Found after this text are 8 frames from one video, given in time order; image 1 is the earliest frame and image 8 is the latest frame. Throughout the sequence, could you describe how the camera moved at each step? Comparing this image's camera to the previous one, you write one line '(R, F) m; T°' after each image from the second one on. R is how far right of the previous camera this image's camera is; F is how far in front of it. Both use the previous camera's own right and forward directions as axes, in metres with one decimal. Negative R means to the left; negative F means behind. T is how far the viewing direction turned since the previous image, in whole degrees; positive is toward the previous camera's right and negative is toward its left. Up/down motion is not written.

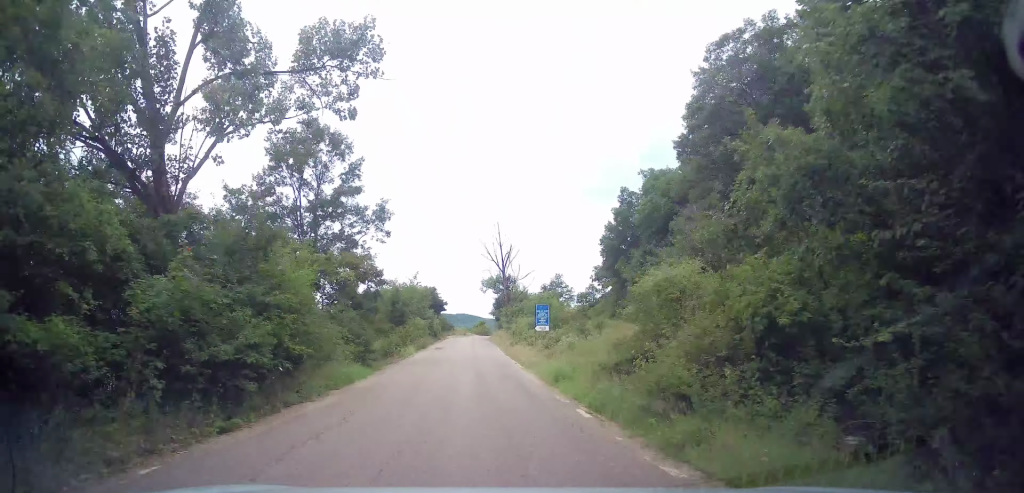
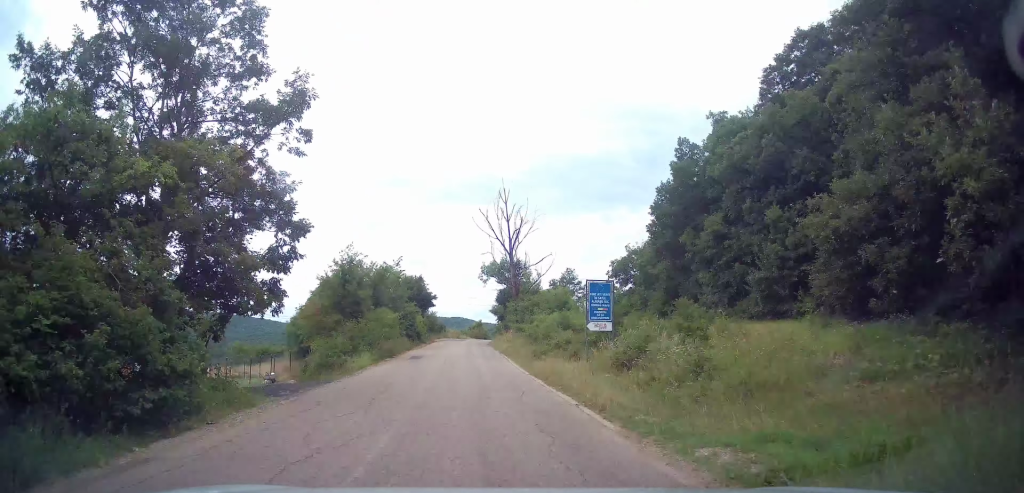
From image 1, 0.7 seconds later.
(+0.3, +14.0) m; 0°
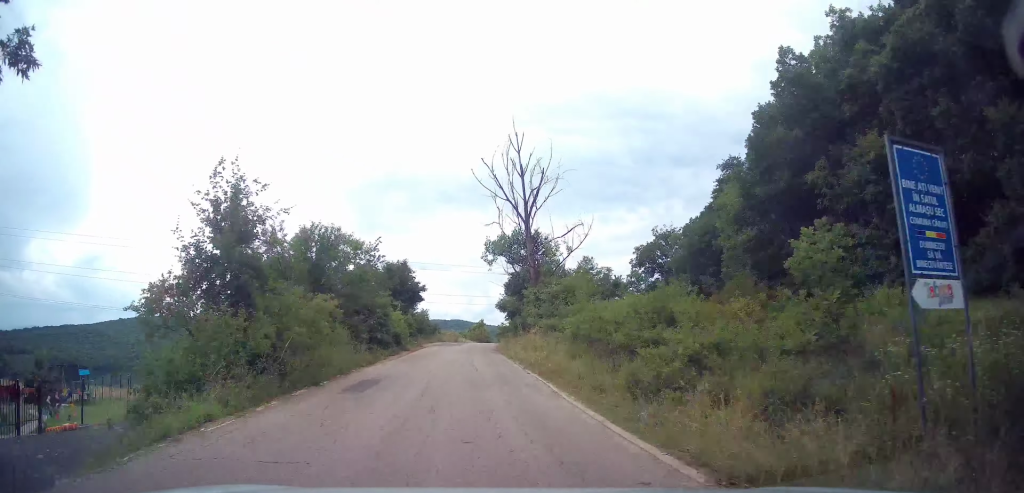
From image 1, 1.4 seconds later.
(-0.3, +12.6) m; -1°
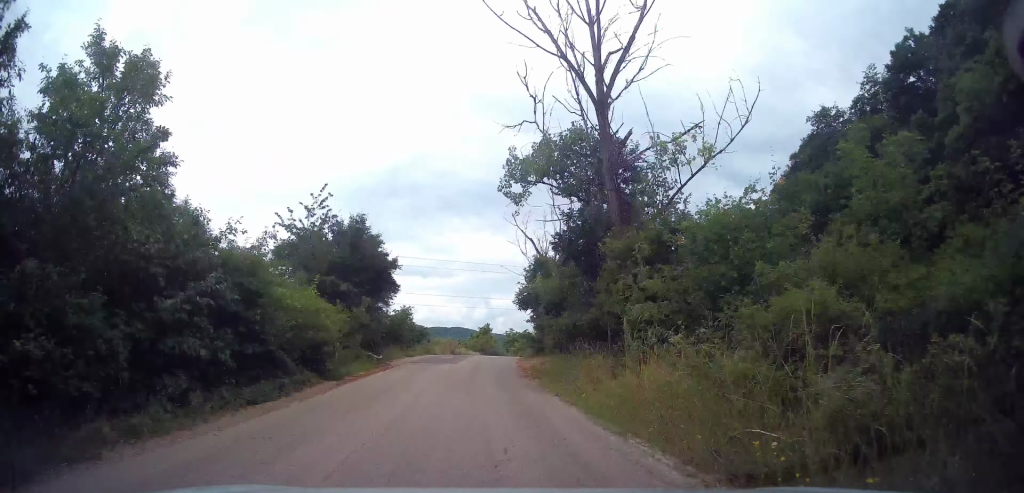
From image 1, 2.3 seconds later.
(+0.1, +16.3) m; +1°
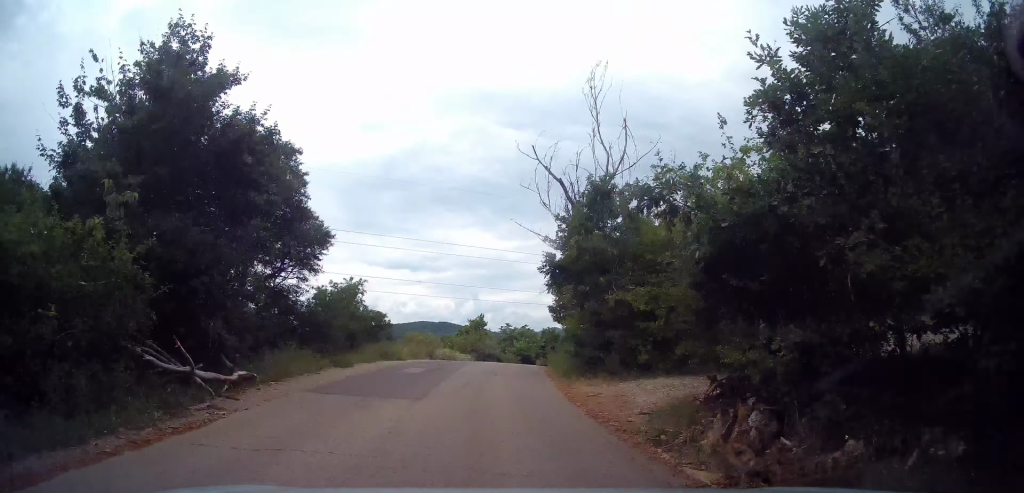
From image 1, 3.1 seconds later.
(+0.2, +14.2) m; +2°
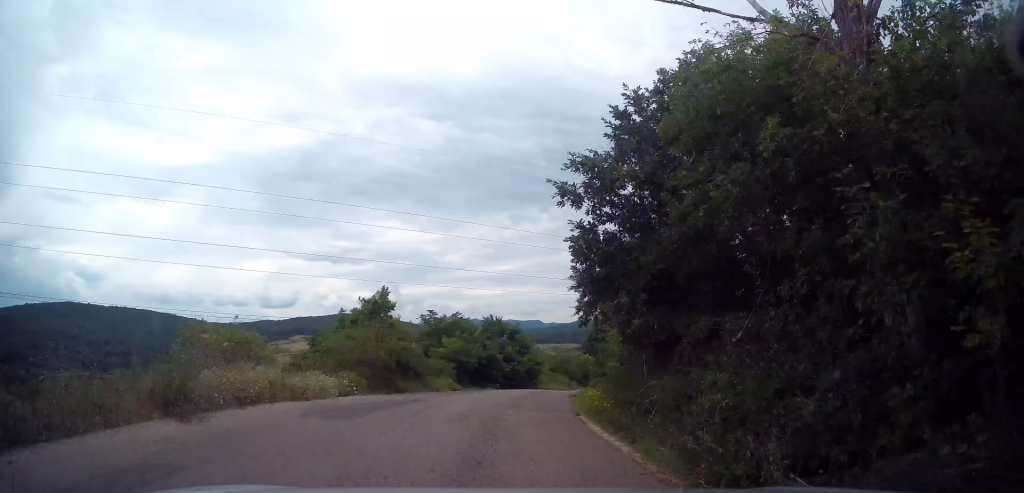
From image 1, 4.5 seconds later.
(+0.9, +21.2) m; +9°
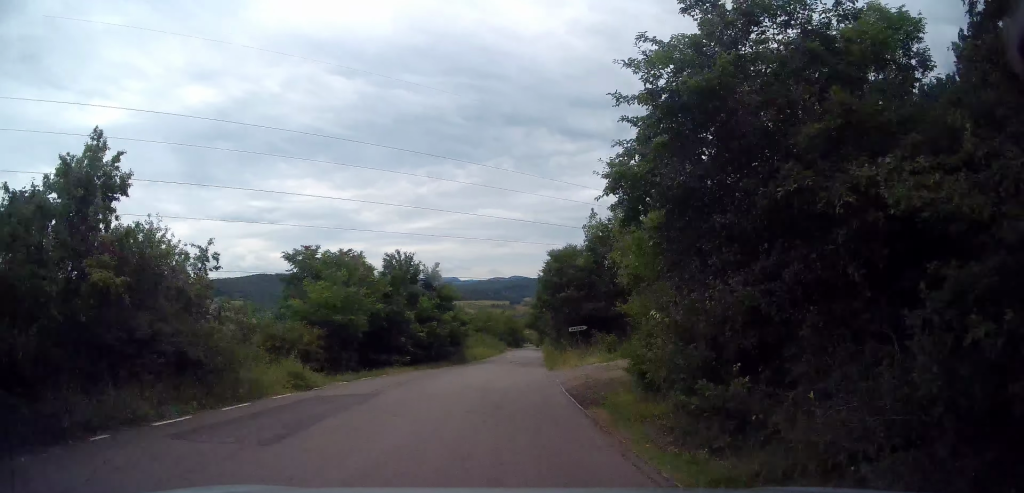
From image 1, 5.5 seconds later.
(+1.5, +15.1) m; +8°
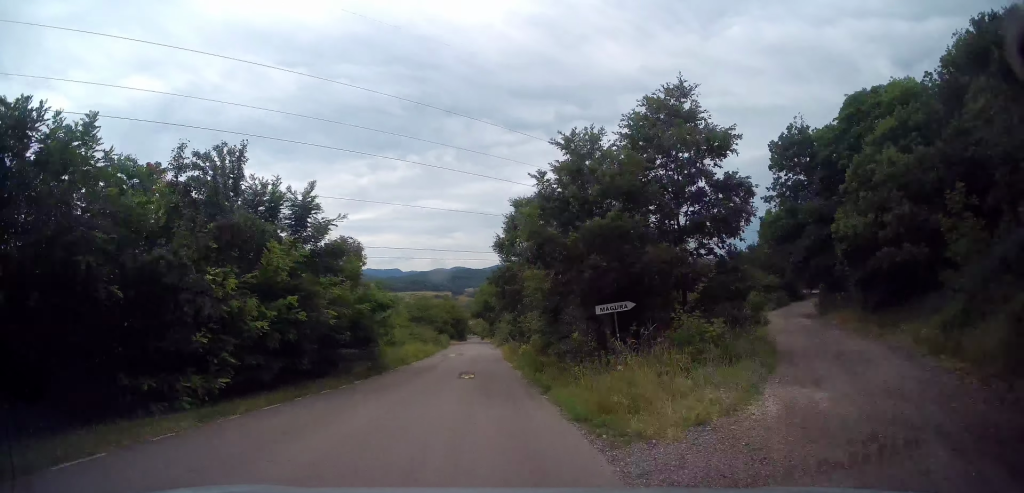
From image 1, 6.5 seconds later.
(+0.7, +15.8) m; +4°
